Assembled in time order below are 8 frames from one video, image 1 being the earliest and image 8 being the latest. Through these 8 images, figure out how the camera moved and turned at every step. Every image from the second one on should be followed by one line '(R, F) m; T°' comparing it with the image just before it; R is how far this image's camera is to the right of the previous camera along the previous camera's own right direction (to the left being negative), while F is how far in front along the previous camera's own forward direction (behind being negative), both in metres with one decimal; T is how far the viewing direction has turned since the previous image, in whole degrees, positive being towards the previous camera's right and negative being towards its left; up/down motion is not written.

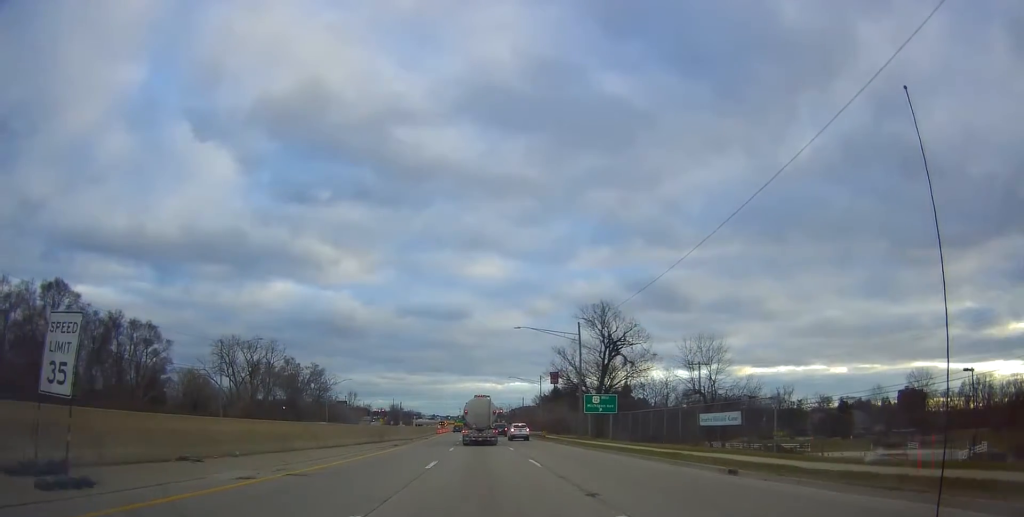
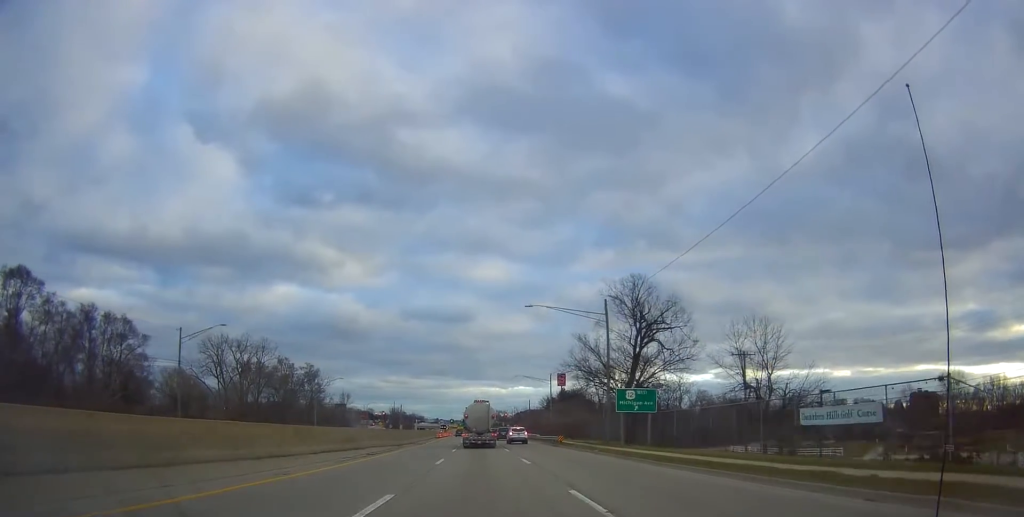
(0.0, +12.1) m; -2°
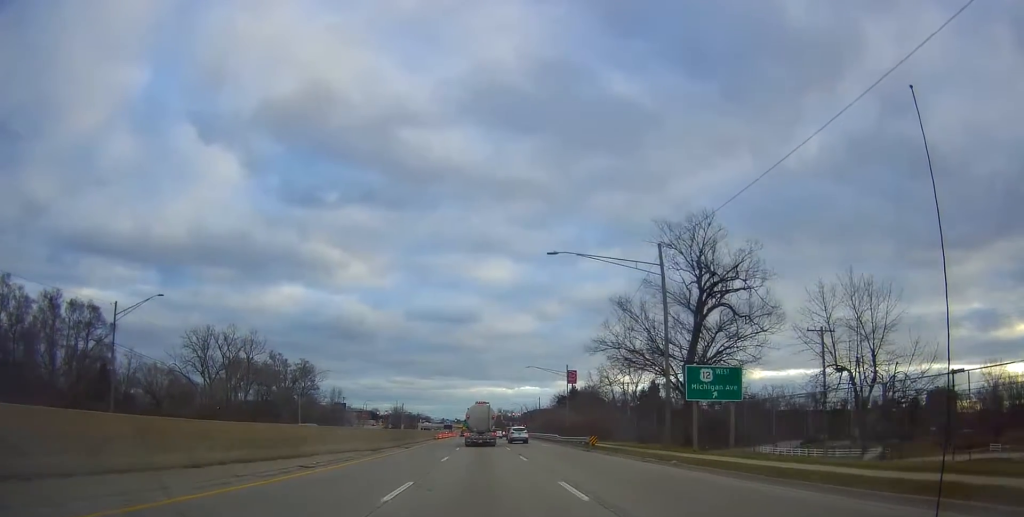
(-0.6, +13.6) m; -1°
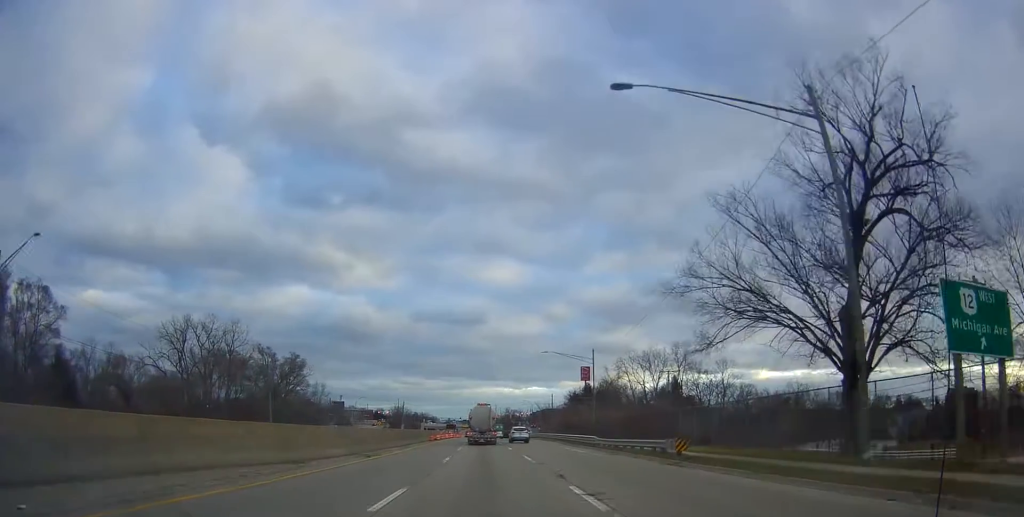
(+0.5, +16.2) m; +1°
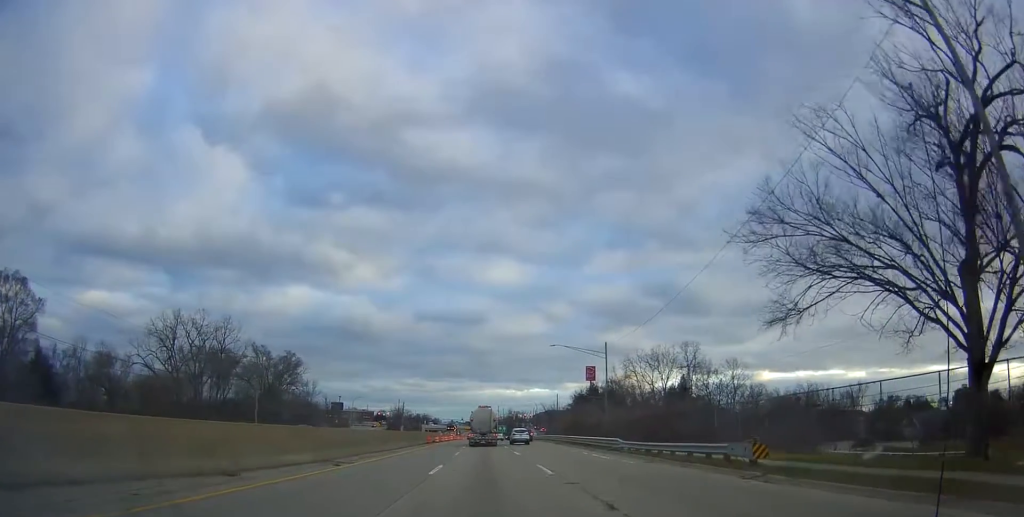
(-0.1, +6.2) m; -2°
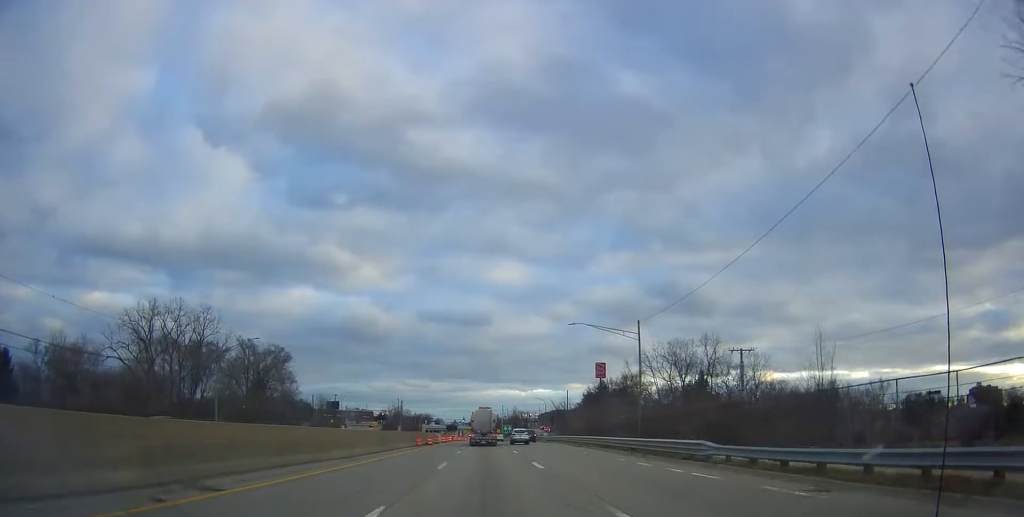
(-0.4, +12.4) m; -3°
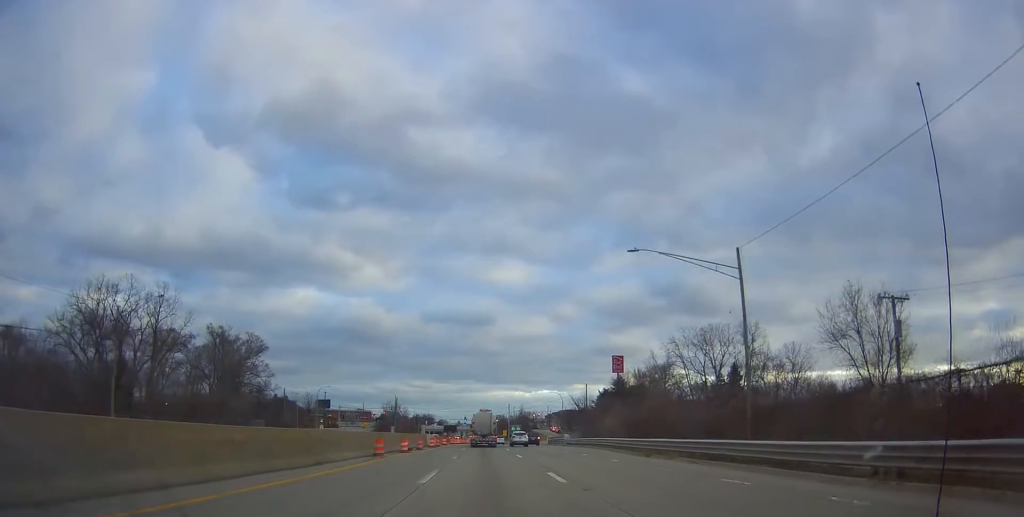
(-0.2, +20.9) m; +1°
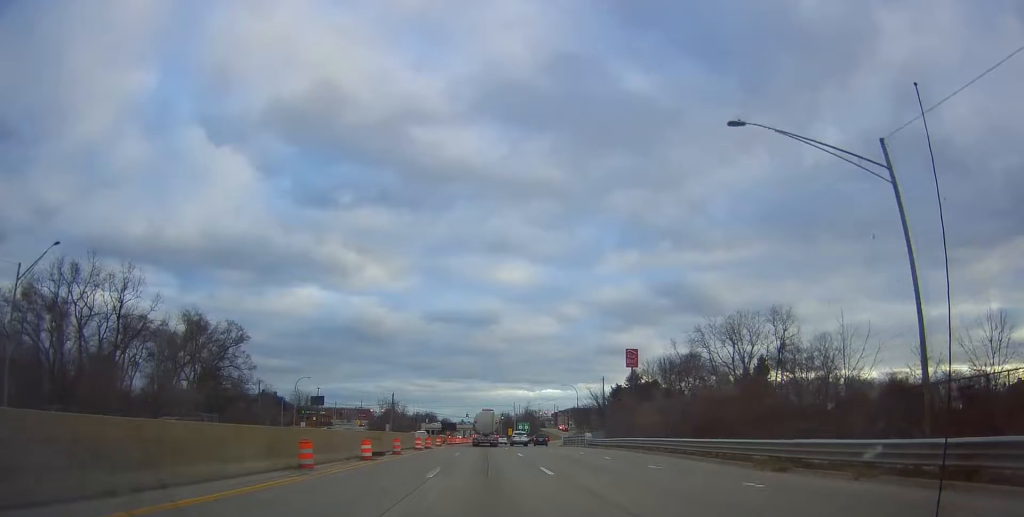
(+0.4, +13.8) m; +2°
